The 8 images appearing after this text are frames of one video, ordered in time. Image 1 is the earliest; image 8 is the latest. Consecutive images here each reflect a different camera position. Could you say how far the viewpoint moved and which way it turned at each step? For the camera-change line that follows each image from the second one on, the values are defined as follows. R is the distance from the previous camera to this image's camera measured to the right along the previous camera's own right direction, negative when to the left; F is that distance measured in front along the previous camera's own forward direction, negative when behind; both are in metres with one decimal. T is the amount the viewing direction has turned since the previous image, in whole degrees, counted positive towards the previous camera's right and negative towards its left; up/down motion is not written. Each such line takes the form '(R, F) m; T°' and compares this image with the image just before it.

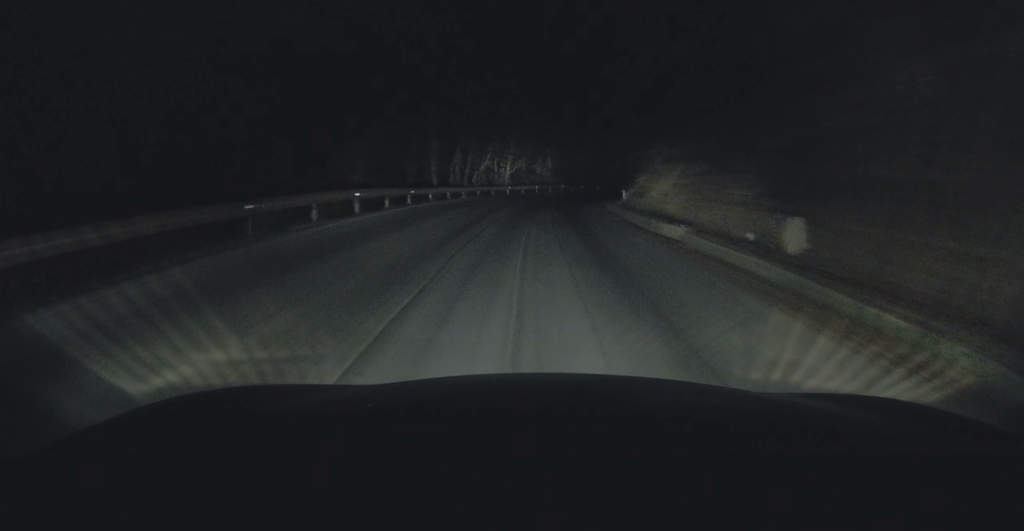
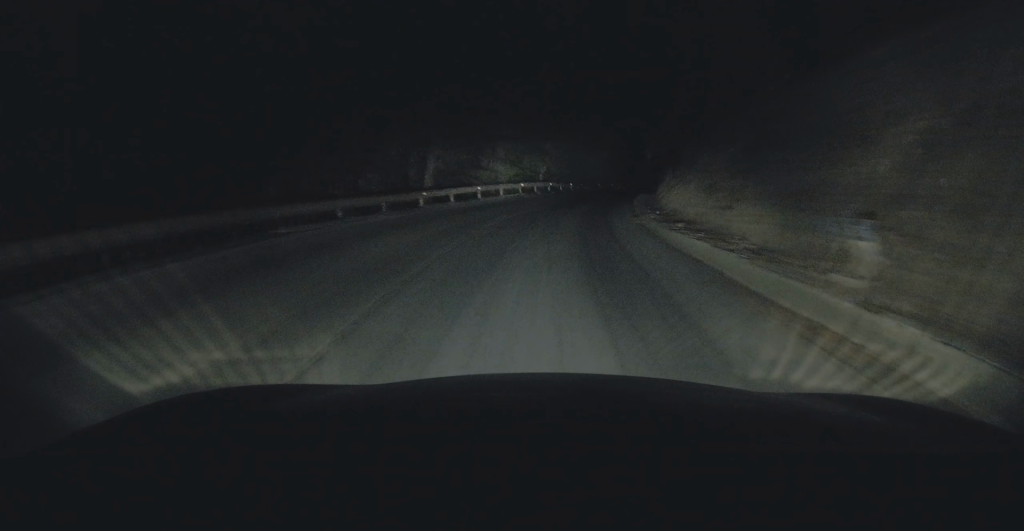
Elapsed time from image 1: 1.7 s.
(0.0, +23.7) m; +4°
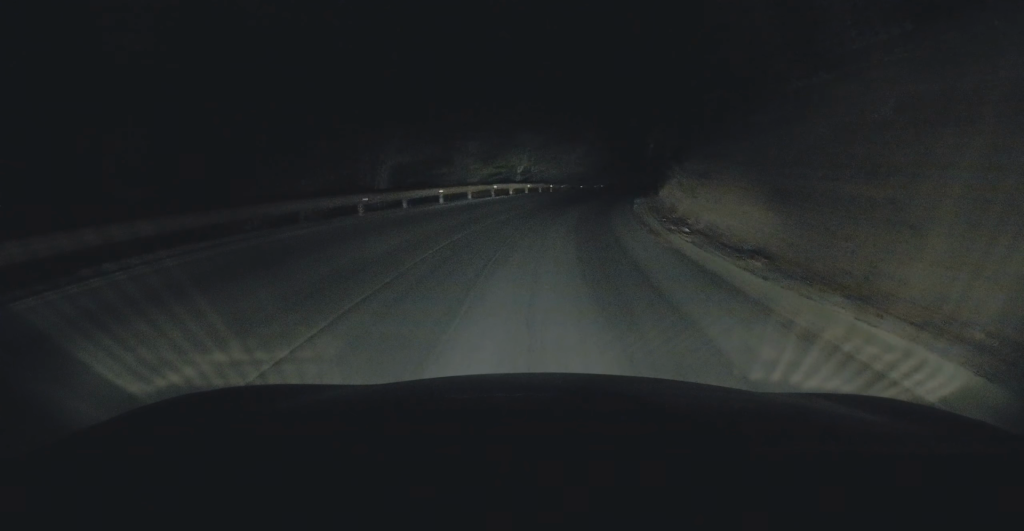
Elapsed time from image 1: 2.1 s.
(+0.2, +6.0) m; +2°
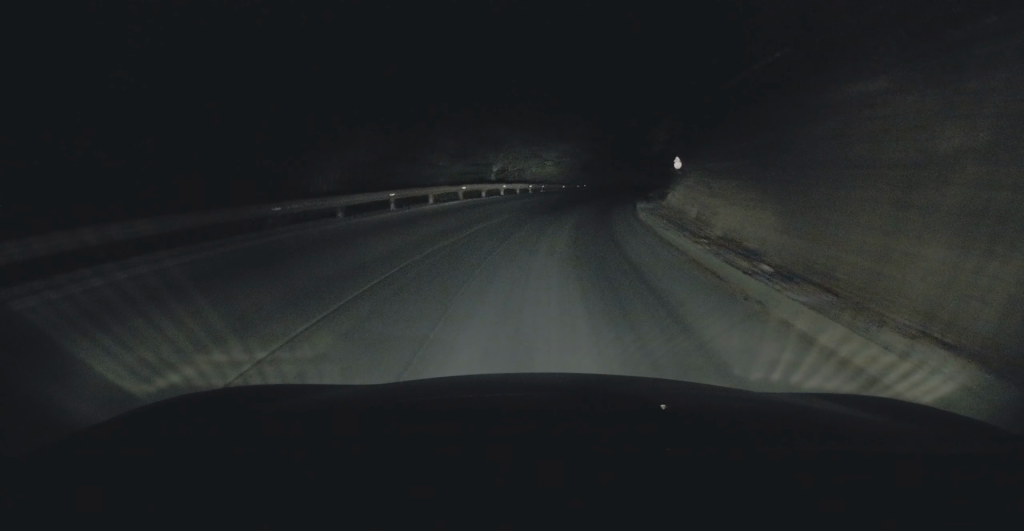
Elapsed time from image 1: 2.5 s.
(+0.2, +5.5) m; +2°
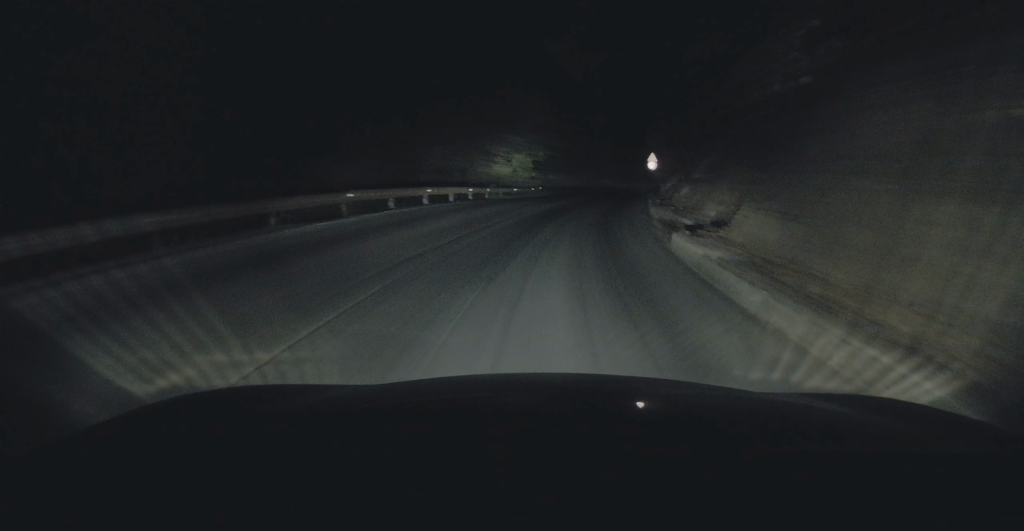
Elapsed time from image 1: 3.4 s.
(+0.5, +11.4) m; +5°
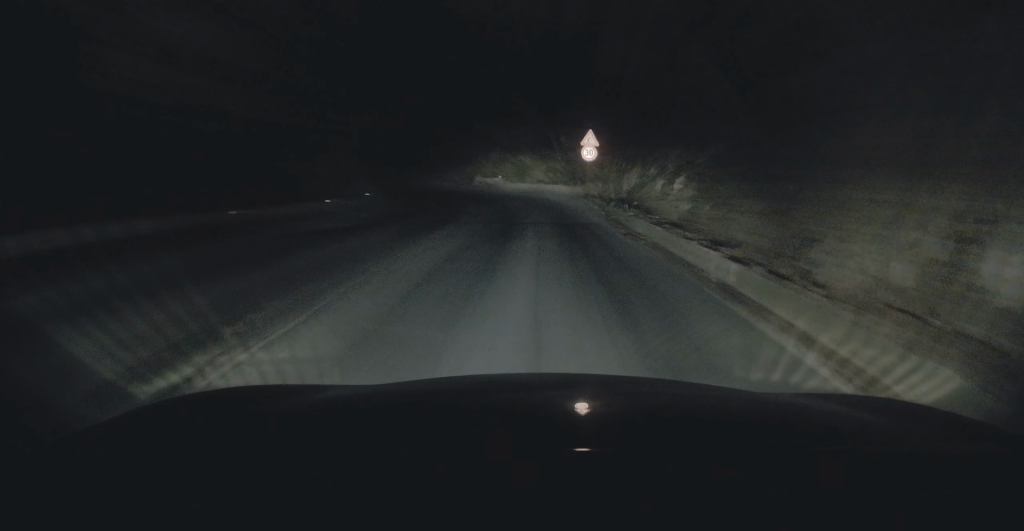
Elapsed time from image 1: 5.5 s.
(+2.7, +27.6) m; +9°
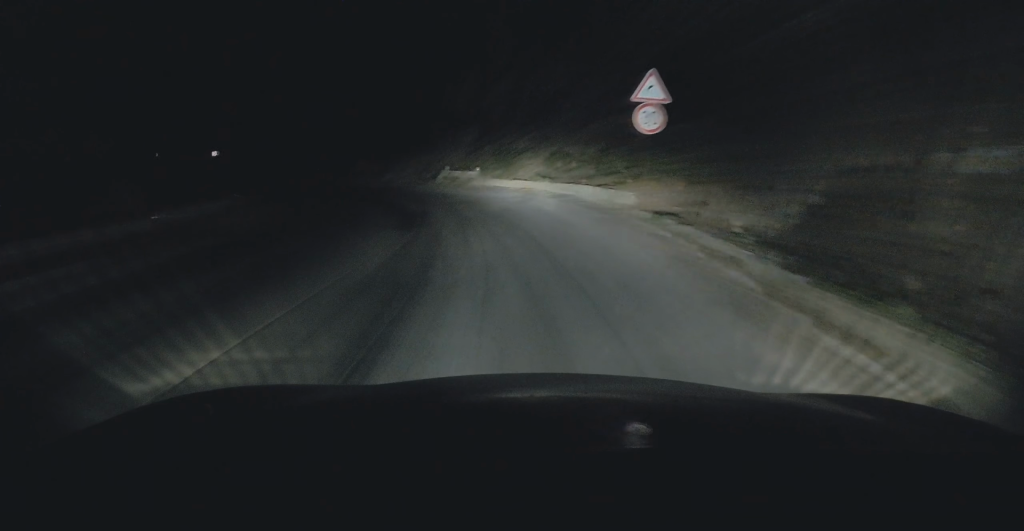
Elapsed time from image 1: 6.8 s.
(+0.2, +15.5) m; +6°
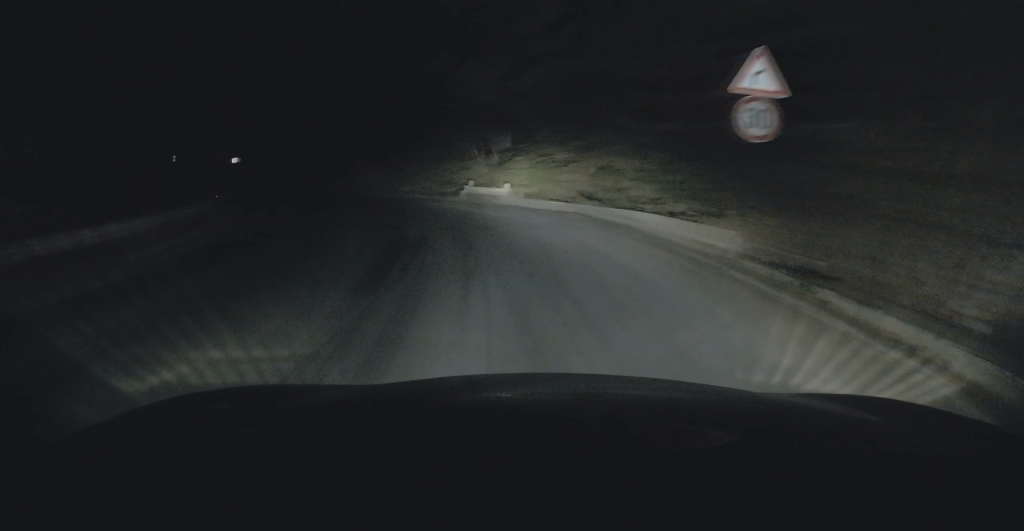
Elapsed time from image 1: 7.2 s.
(+0.3, +4.4) m; +1°
